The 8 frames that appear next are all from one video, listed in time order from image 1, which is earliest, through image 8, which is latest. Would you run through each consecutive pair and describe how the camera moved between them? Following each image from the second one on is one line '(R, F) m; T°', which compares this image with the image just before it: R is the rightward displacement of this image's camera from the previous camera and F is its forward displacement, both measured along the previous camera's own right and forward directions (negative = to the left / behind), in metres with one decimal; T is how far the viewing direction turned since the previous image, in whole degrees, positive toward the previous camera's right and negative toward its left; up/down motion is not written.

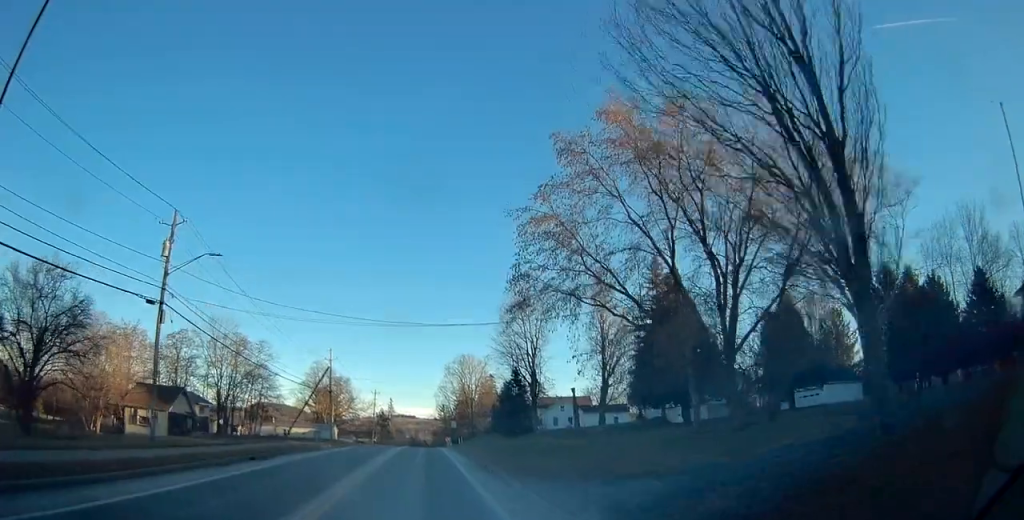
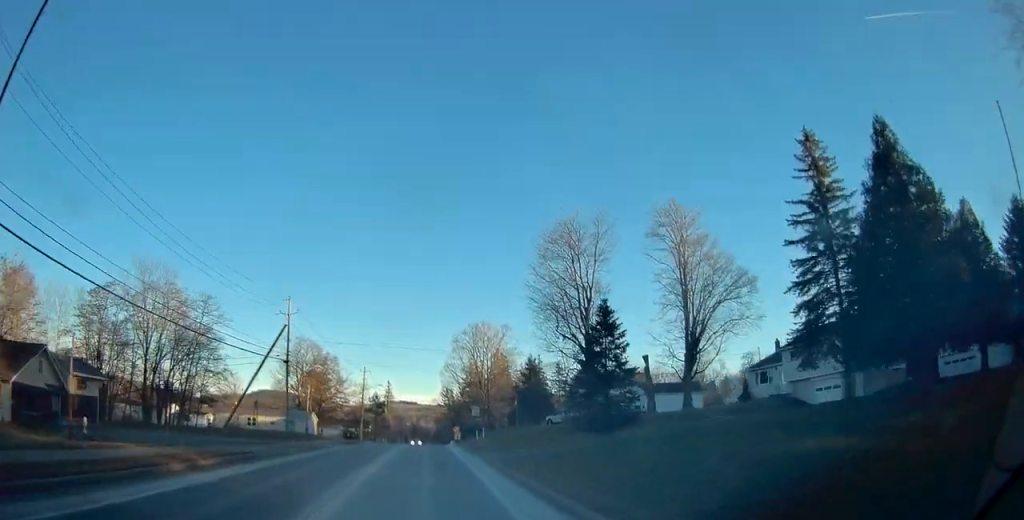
(+0.6, +26.1) m; +1°
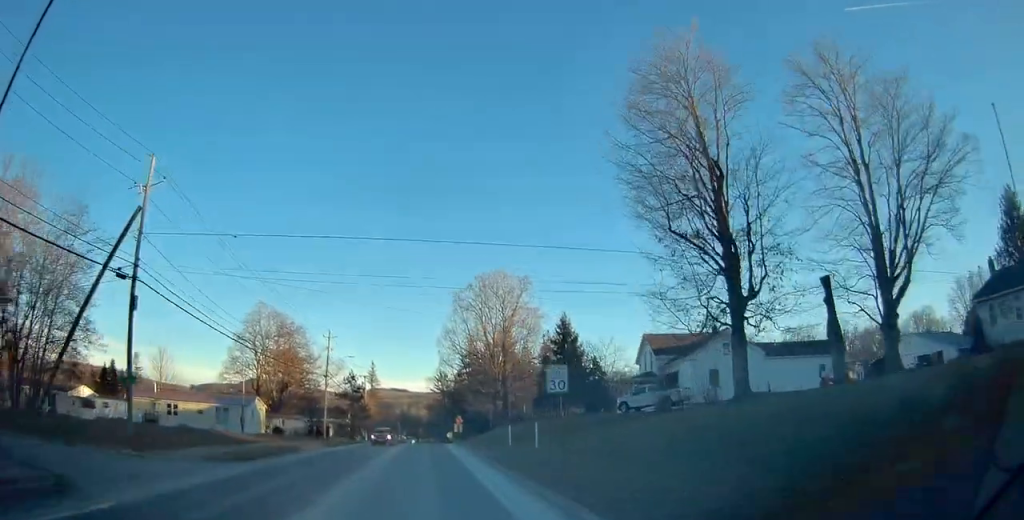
(-0.1, +28.6) m; 0°
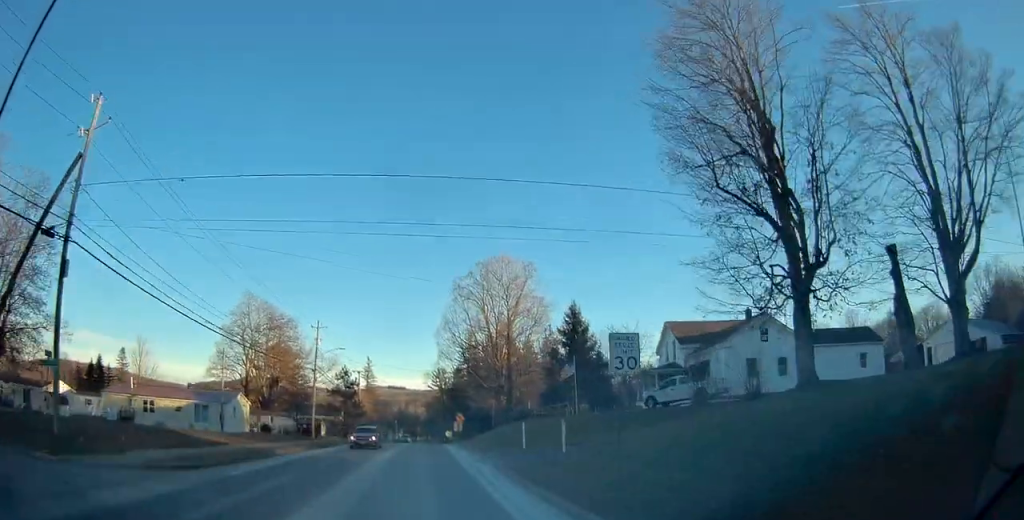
(0.0, +5.7) m; 0°
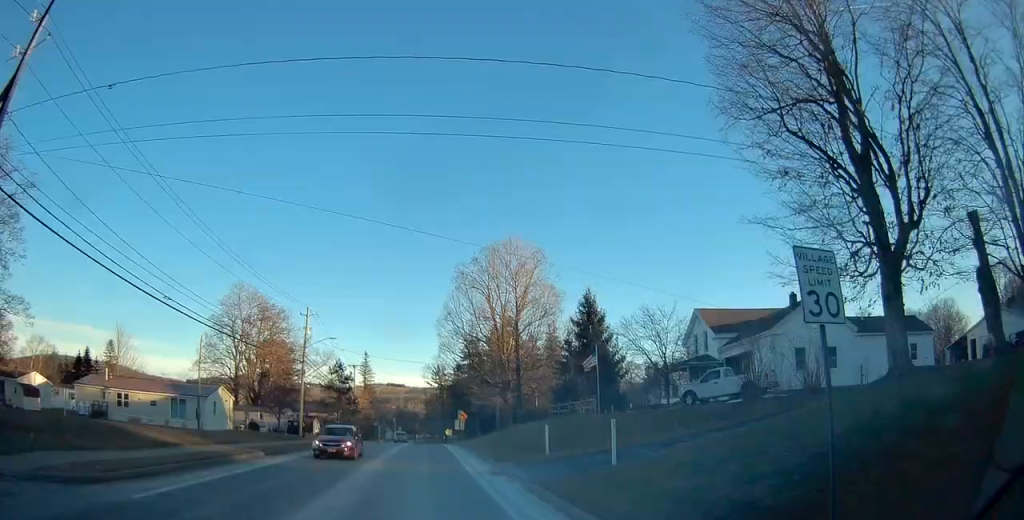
(0.0, +5.7) m; 0°
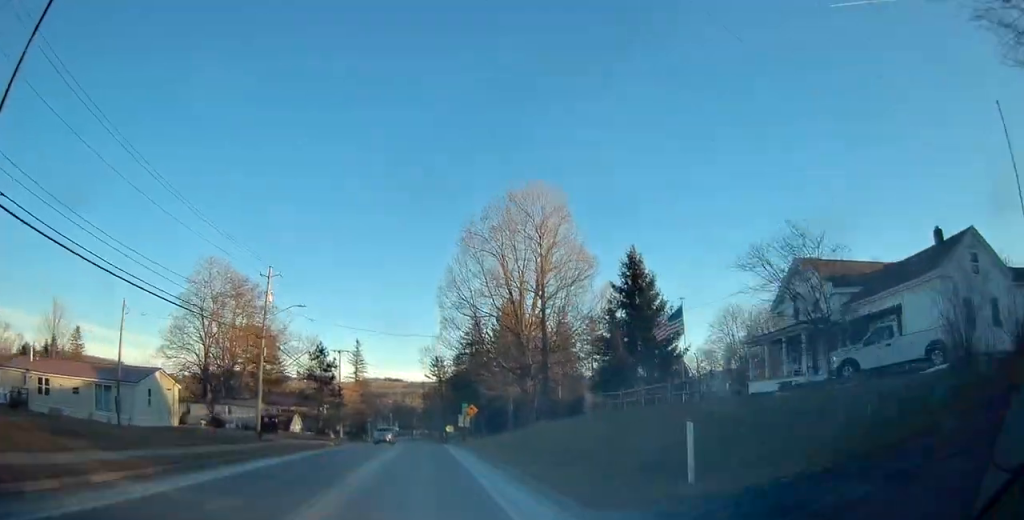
(+0.1, +13.6) m; 0°
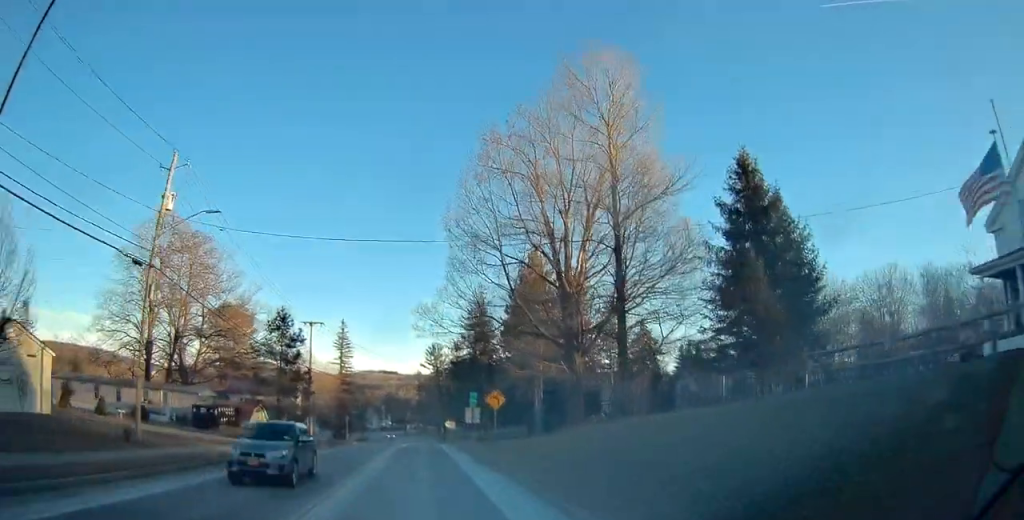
(-0.1, +18.0) m; 0°
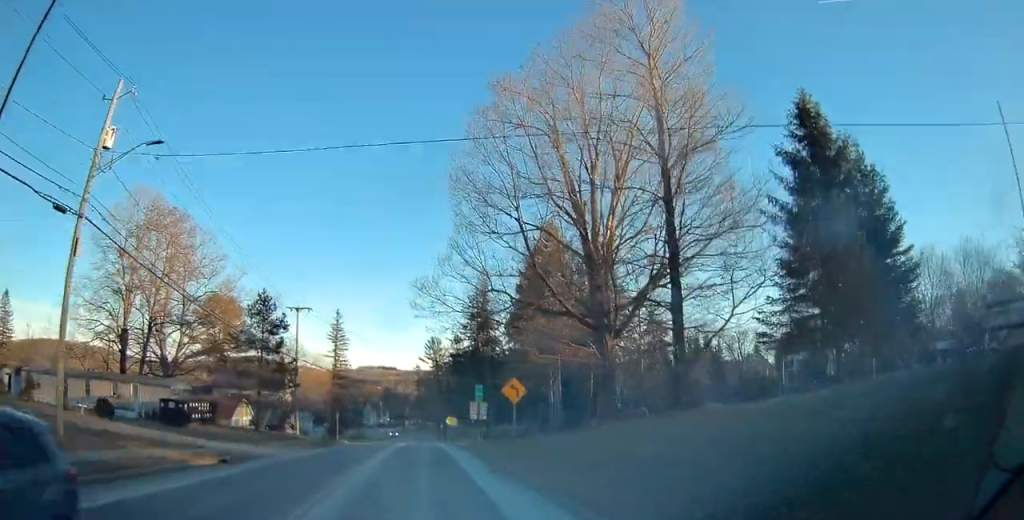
(+0.1, +6.1) m; 0°
